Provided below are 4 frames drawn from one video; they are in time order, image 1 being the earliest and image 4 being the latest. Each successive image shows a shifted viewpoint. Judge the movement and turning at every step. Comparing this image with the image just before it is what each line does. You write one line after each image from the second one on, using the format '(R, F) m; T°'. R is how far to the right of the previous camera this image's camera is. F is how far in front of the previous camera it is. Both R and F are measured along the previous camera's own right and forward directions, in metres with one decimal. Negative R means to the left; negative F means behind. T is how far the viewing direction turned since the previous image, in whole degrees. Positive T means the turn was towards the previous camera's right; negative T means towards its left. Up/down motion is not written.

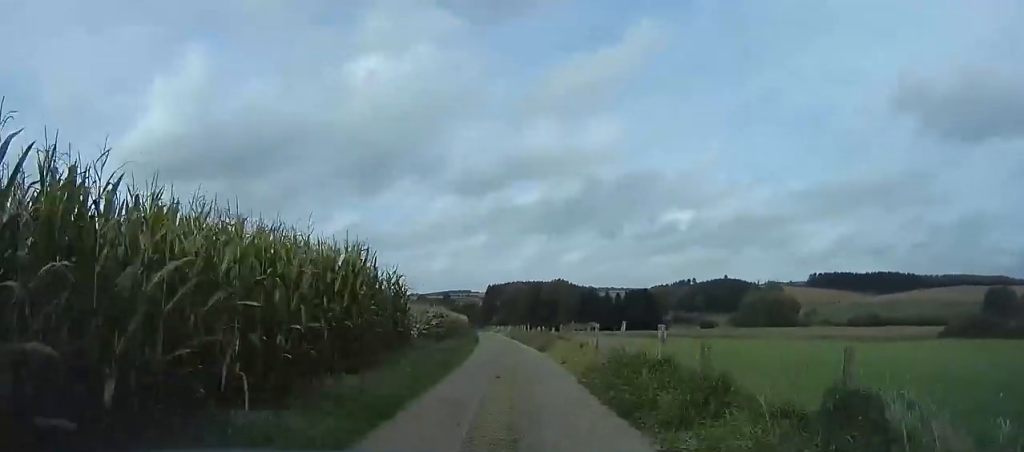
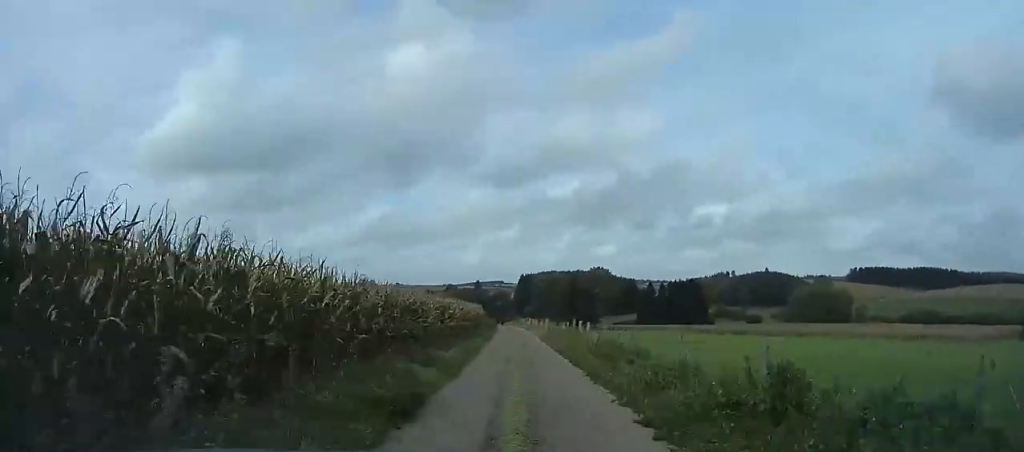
(-1.0, +22.8) m; -2°
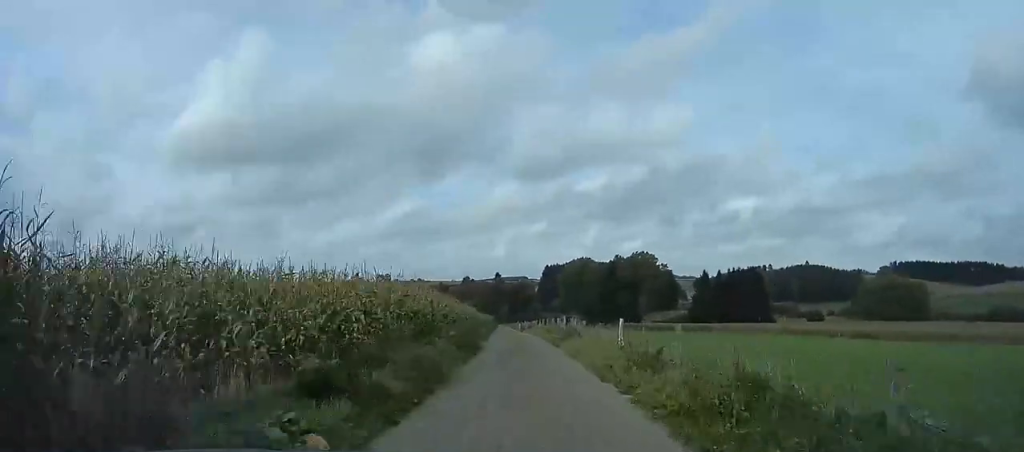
(-2.1, +41.9) m; -5°
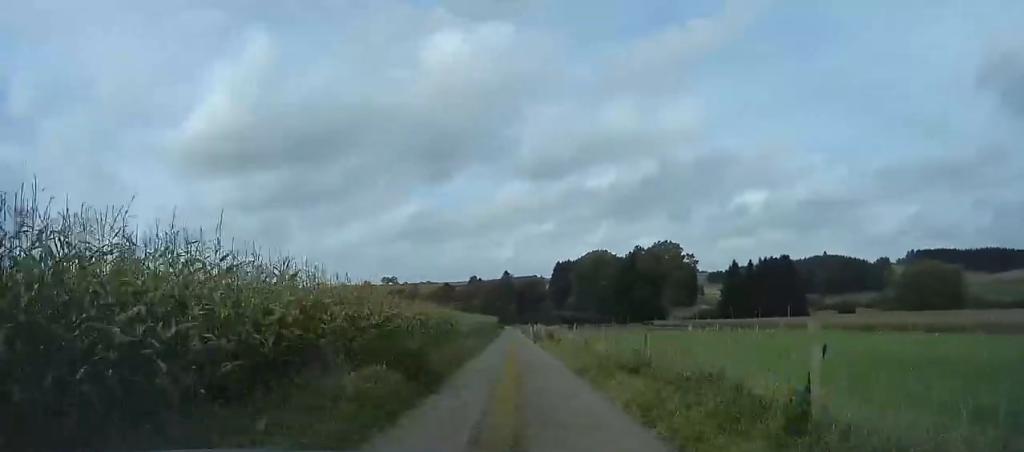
(0.0, +19.3) m; +1°
